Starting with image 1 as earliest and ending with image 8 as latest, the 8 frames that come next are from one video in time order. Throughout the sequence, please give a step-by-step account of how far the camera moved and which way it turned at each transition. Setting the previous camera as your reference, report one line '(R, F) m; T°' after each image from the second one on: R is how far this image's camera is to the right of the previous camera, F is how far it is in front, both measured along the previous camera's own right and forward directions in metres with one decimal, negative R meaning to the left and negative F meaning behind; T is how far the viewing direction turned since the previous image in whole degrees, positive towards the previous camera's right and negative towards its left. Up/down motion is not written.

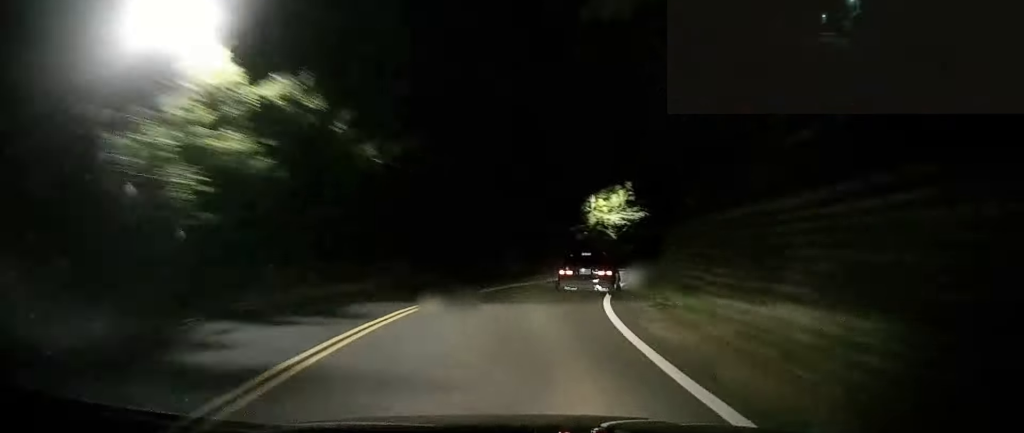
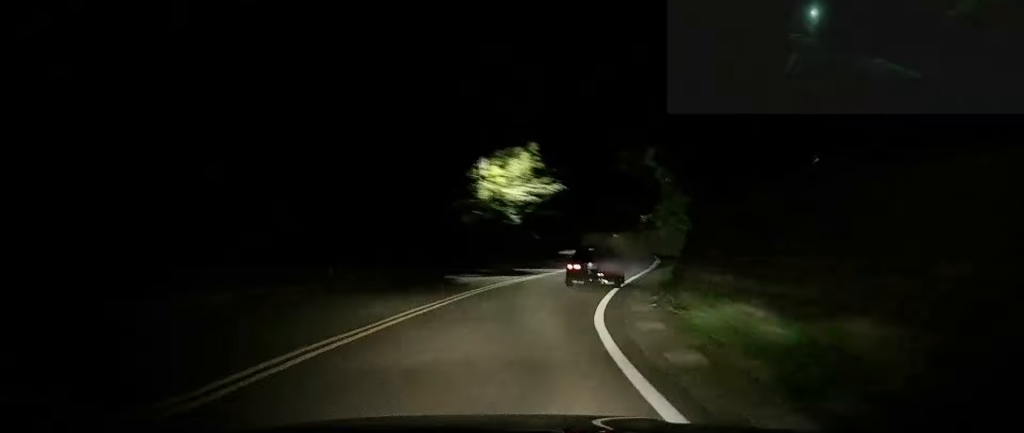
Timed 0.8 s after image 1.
(+0.8, +17.5) m; +7°
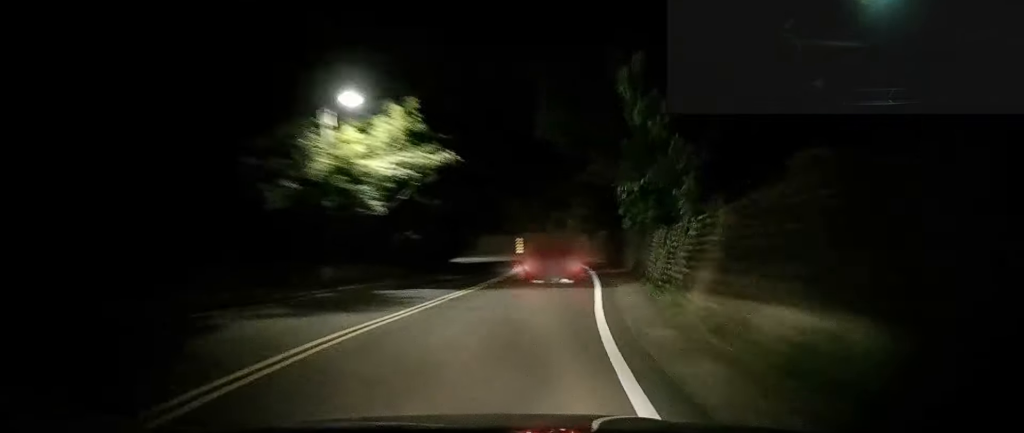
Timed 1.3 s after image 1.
(+0.3, +12.7) m; +6°
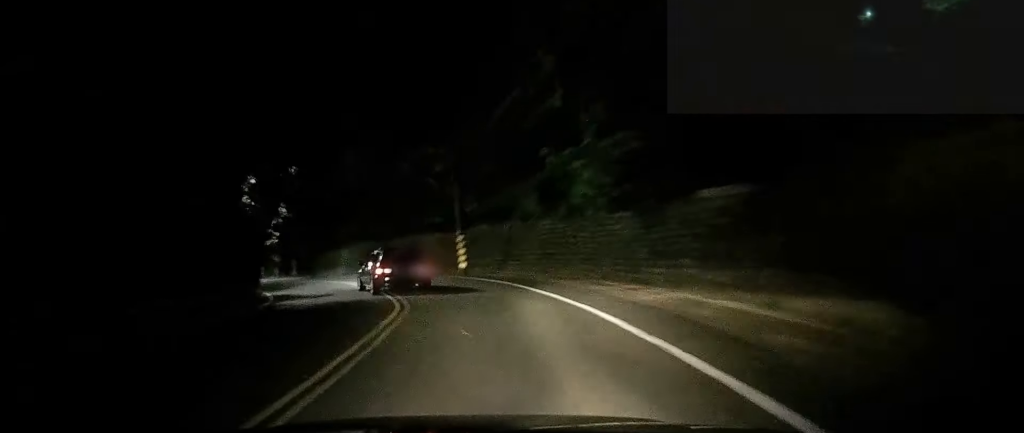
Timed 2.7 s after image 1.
(+3.7, +31.6) m; +6°
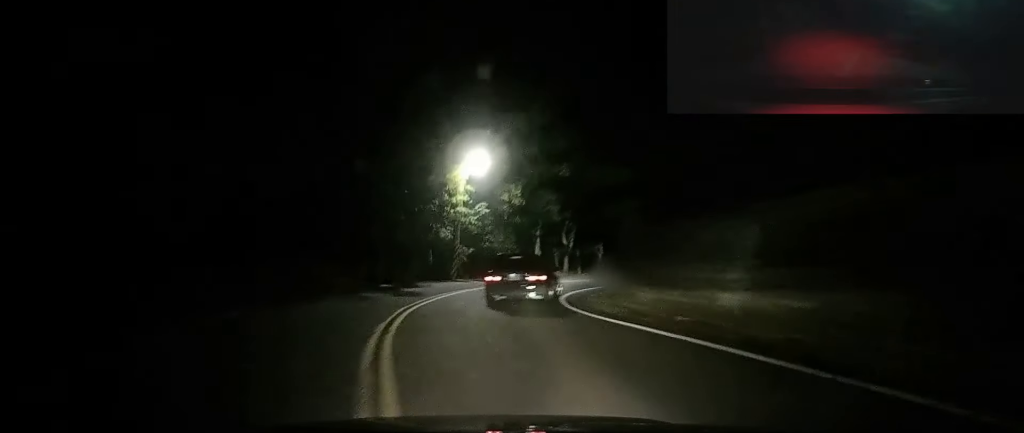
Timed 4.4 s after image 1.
(-2.4, +34.8) m; -12°
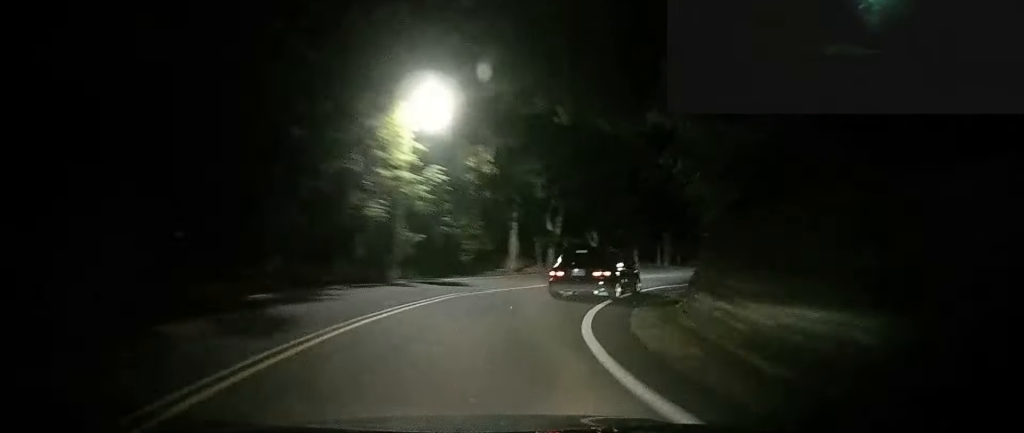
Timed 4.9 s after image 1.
(-1.2, +10.9) m; -1°
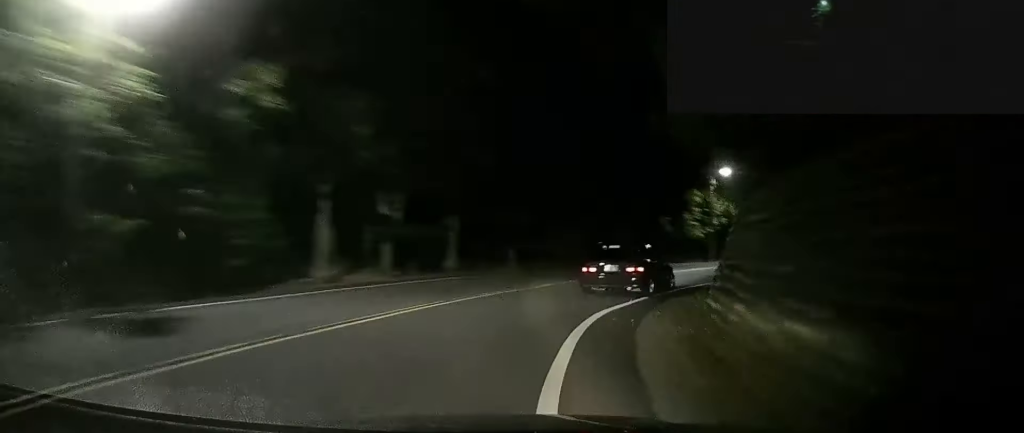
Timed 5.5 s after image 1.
(-0.1, +11.9) m; +4°
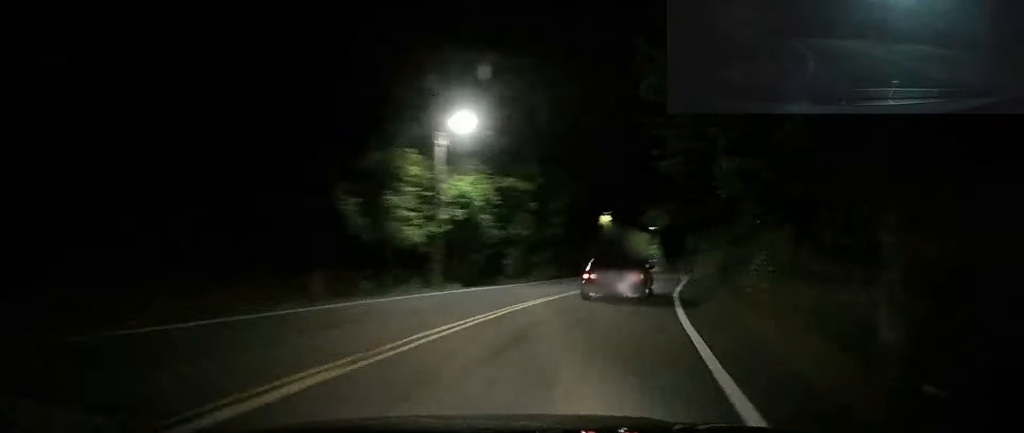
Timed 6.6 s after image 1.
(+2.6, +19.9) m; +16°
